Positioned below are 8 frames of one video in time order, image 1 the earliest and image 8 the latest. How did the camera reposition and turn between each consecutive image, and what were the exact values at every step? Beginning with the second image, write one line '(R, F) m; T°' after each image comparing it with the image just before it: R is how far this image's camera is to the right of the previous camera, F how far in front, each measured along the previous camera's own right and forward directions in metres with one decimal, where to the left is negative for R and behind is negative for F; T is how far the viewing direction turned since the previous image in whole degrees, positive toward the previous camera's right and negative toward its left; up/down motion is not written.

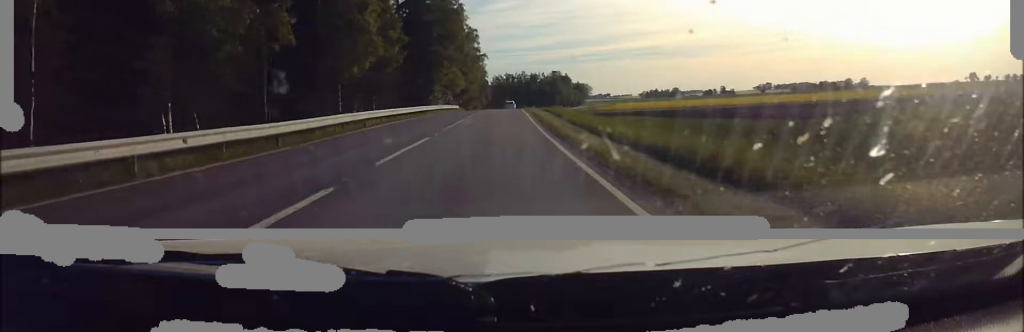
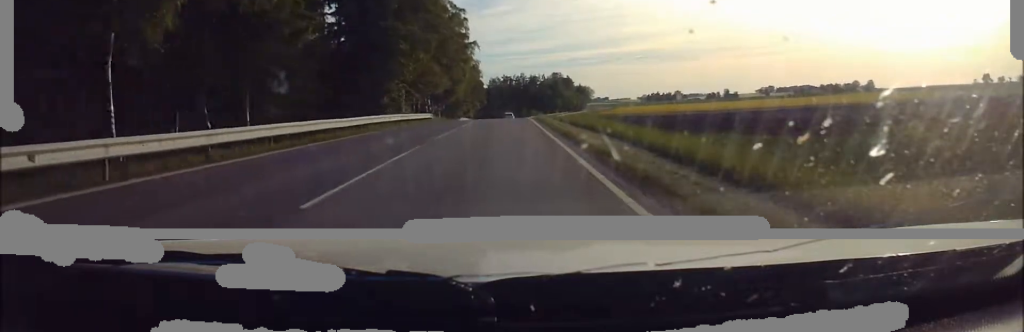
(+0.5, +28.7) m; +1°
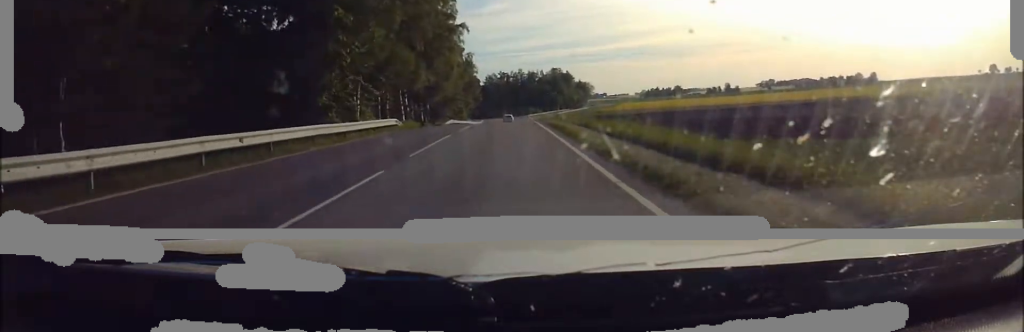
(0.0, +16.9) m; +1°
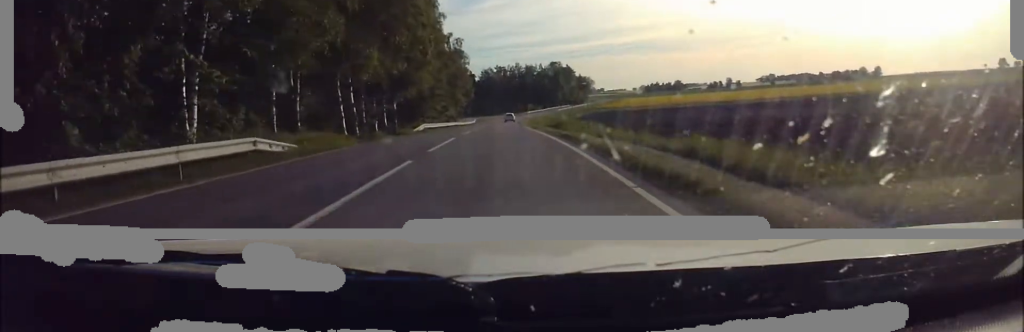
(+0.4, +21.4) m; 0°
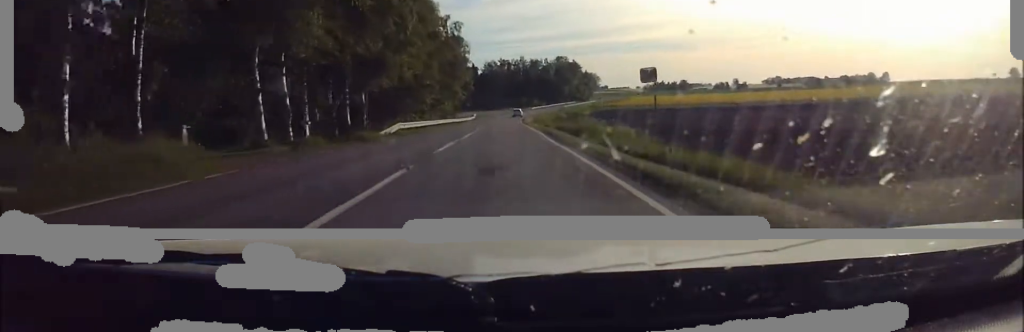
(-0.3, +13.7) m; 0°
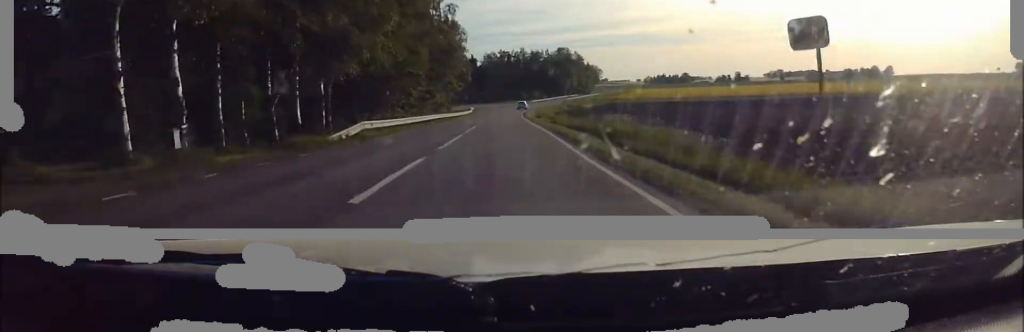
(-0.1, +9.9) m; 0°
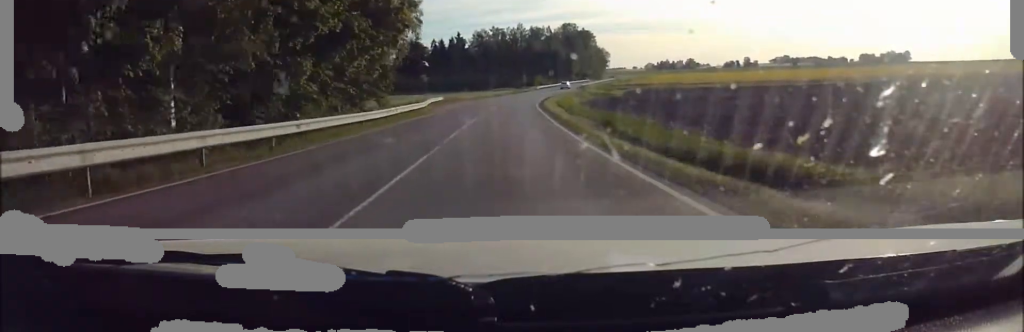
(+0.3, +59.7) m; 0°
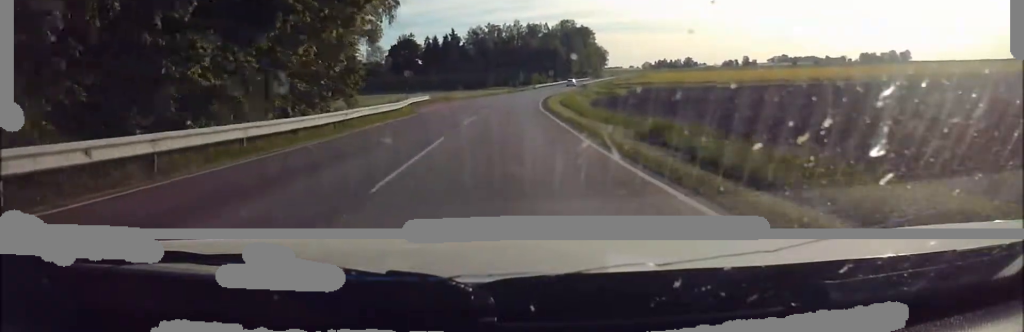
(+0.1, +9.8) m; 0°
